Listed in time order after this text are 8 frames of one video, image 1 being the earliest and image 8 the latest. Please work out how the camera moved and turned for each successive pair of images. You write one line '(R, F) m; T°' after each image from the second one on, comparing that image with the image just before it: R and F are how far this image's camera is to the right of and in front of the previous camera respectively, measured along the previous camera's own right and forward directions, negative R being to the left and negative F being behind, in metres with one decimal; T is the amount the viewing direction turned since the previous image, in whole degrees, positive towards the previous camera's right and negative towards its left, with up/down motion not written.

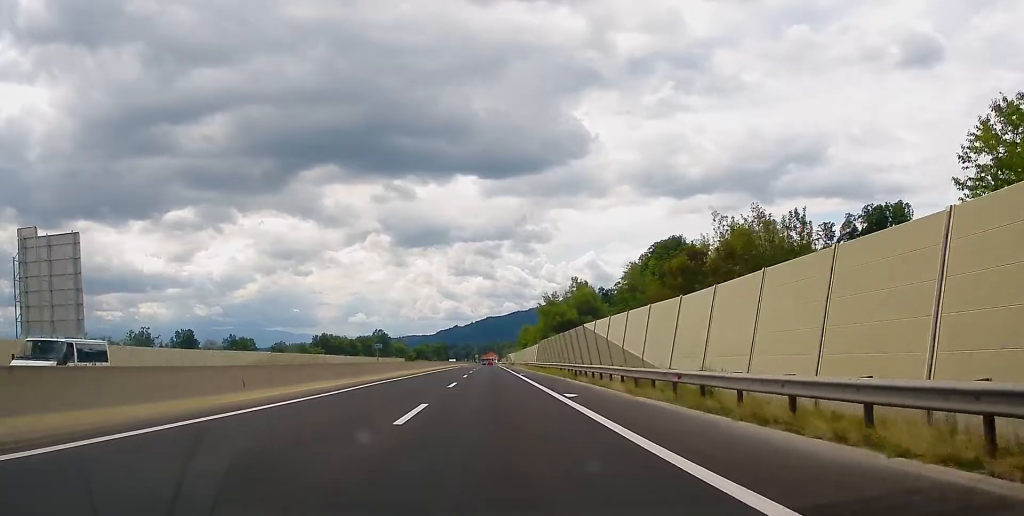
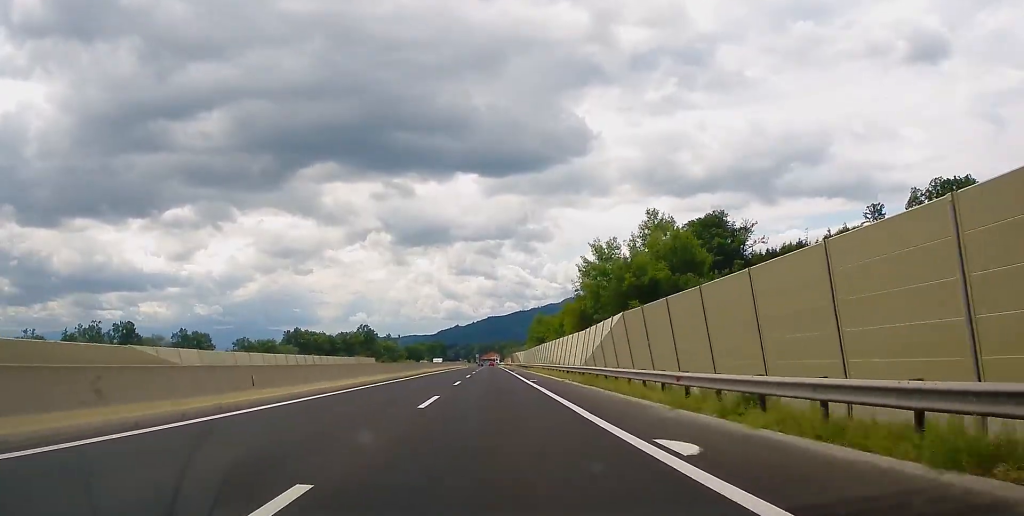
(-0.3, +49.1) m; -1°
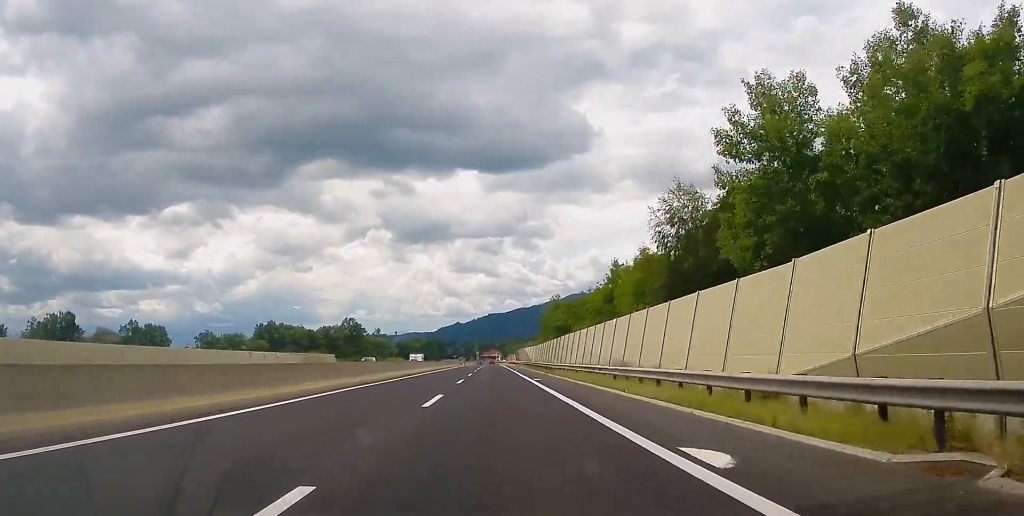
(+0.1, +36.4) m; +1°
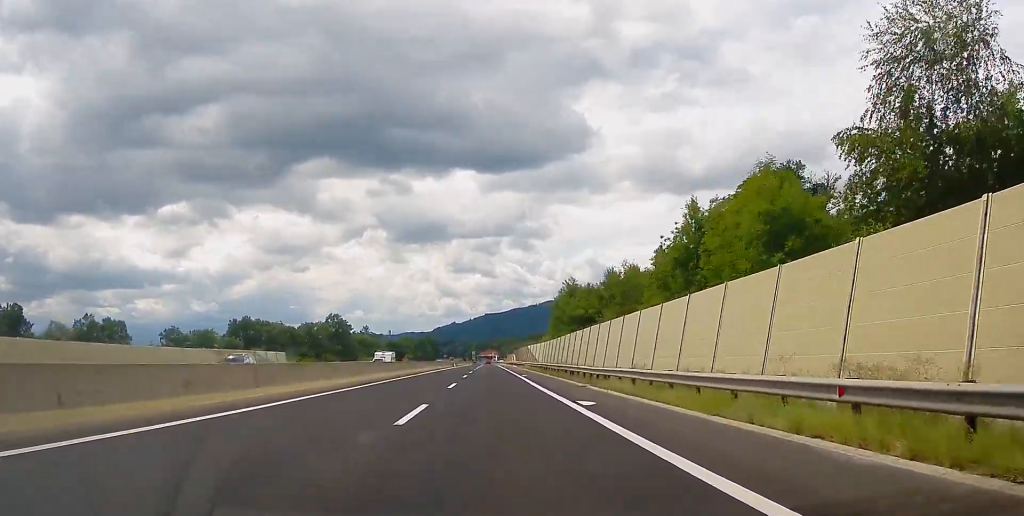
(+0.4, +23.3) m; 0°
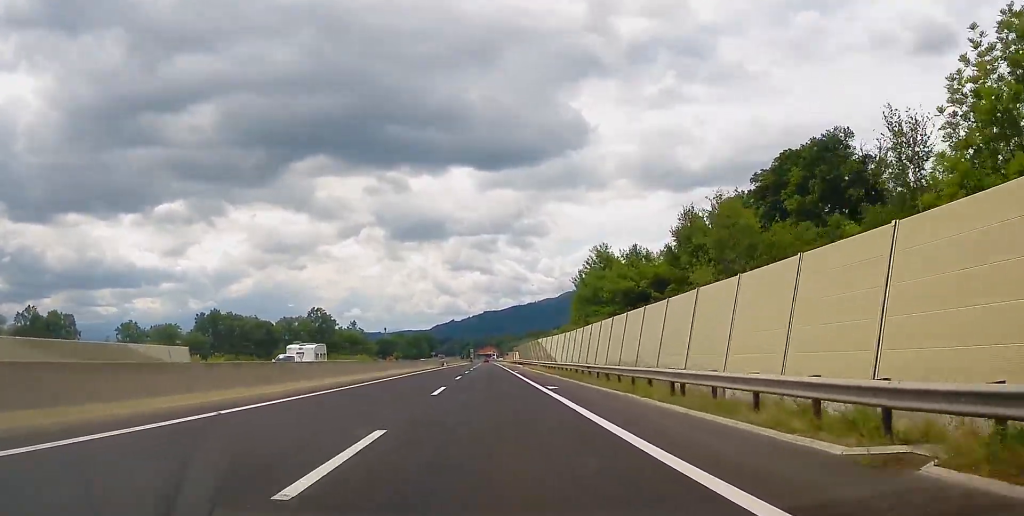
(-0.1, +25.7) m; 0°
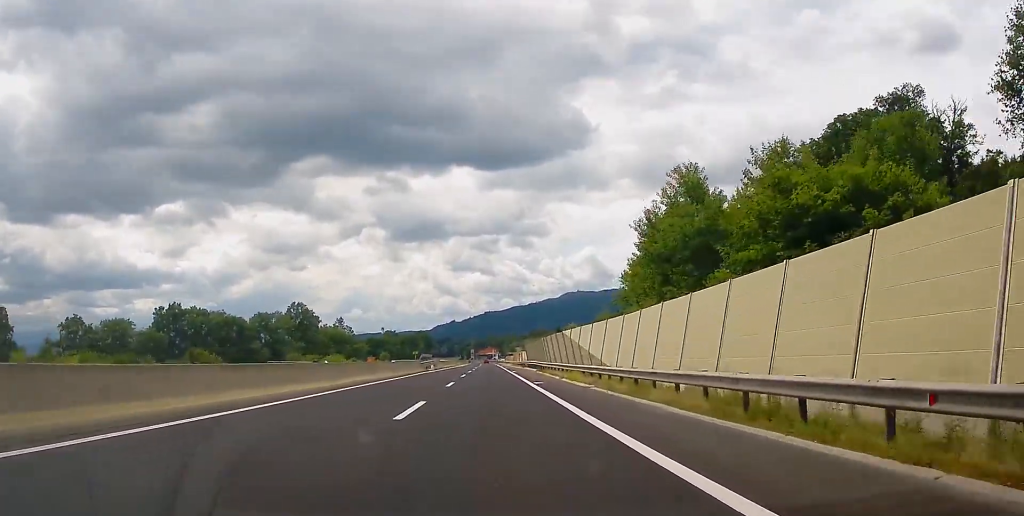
(-0.2, +27.5) m; 0°
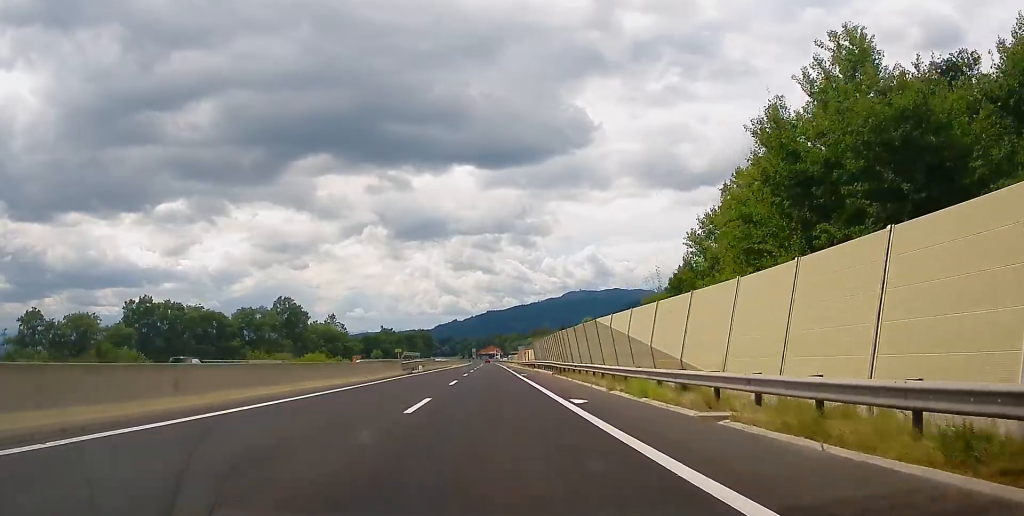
(-0.1, +16.7) m; 0°
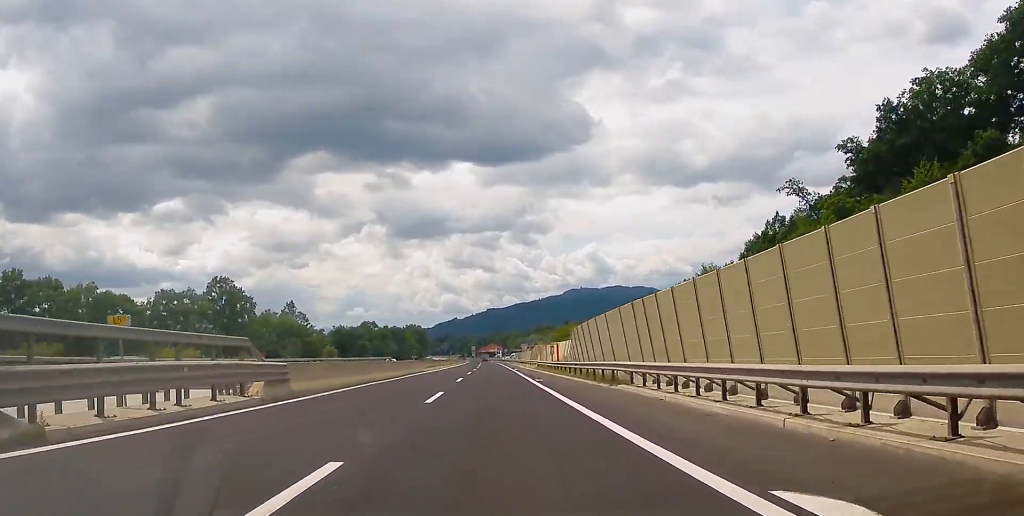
(+0.6, +50.6) m; 0°
